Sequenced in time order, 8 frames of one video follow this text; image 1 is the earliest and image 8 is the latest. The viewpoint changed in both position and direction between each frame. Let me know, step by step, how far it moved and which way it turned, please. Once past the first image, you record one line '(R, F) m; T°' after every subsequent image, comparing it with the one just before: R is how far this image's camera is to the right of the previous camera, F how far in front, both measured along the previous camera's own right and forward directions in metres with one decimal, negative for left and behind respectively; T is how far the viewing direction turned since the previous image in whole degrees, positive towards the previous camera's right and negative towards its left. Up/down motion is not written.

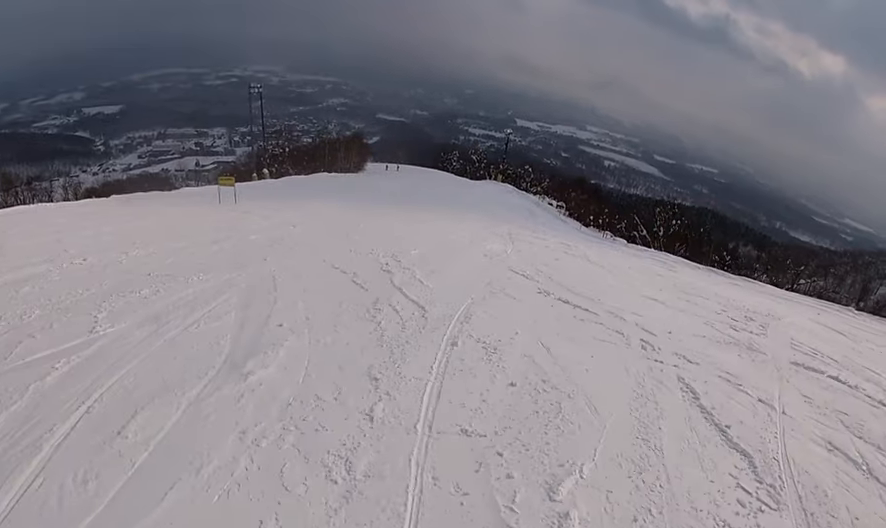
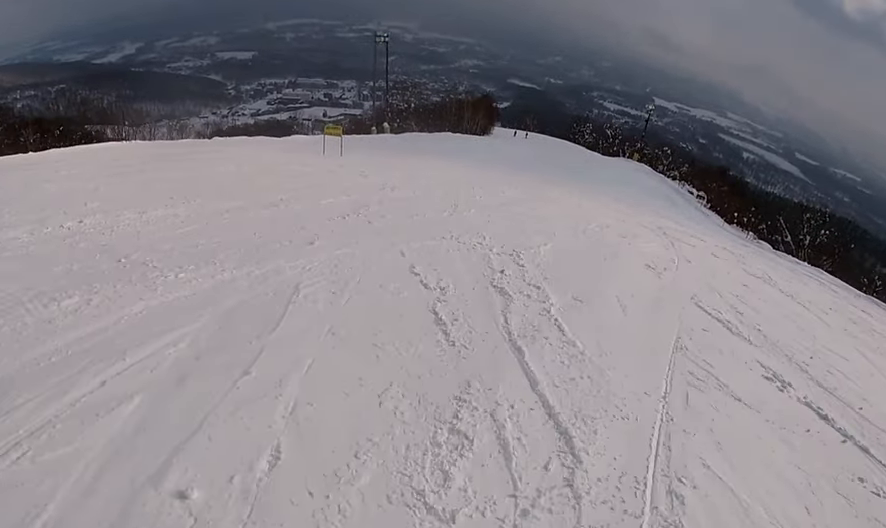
(-0.7, +3.6) m; -8°
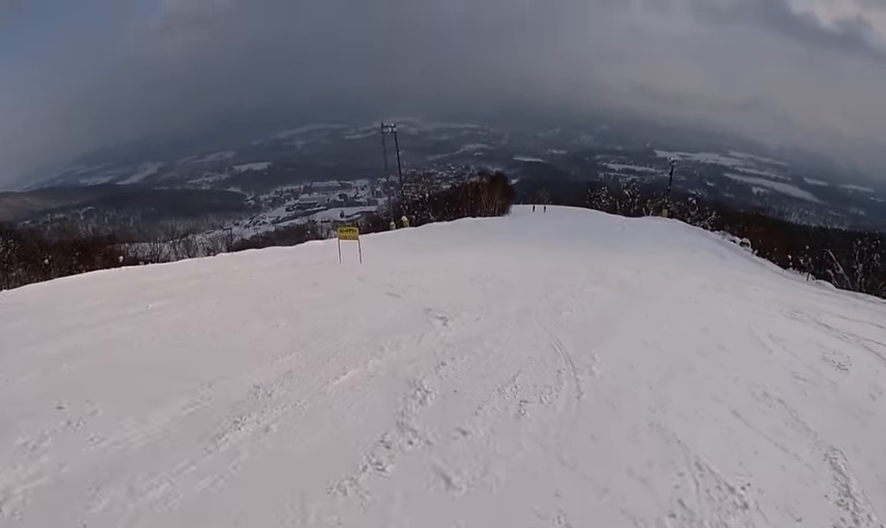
(+0.3, +5.6) m; +6°
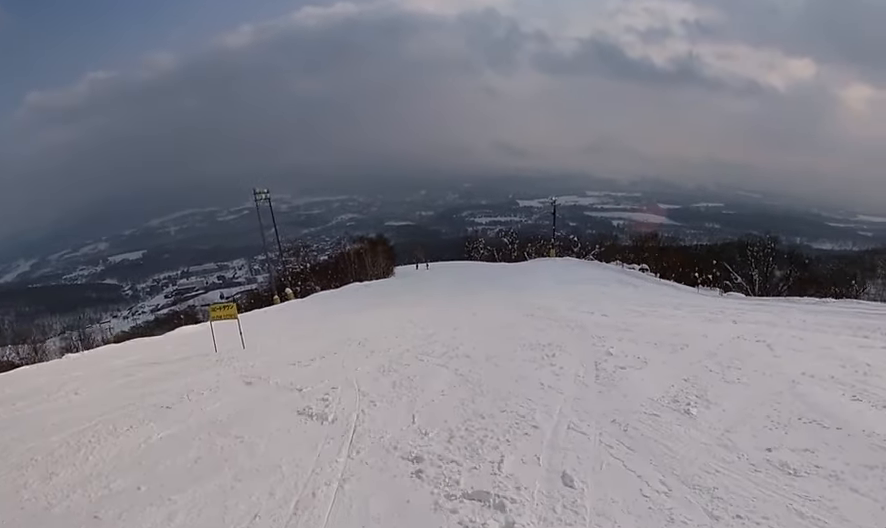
(+0.3, +5.6) m; +8°
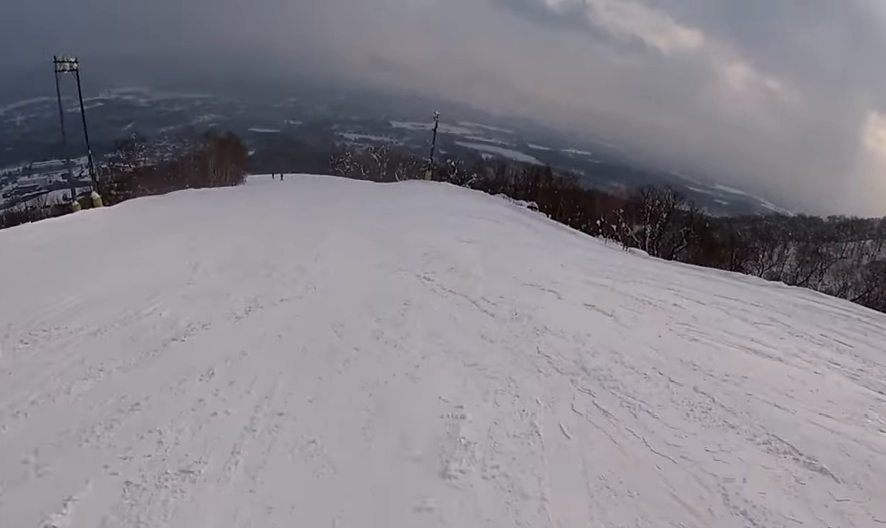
(+1.0, +10.2) m; +3°
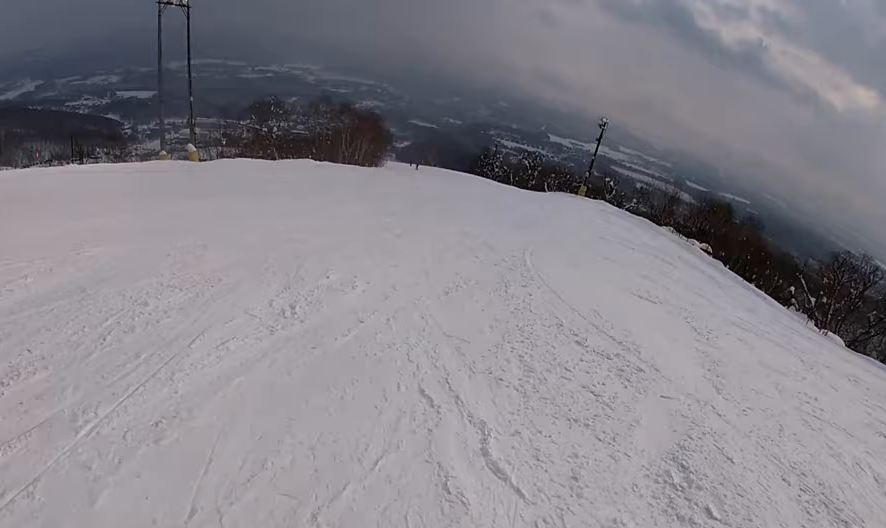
(-0.6, +8.9) m; -3°
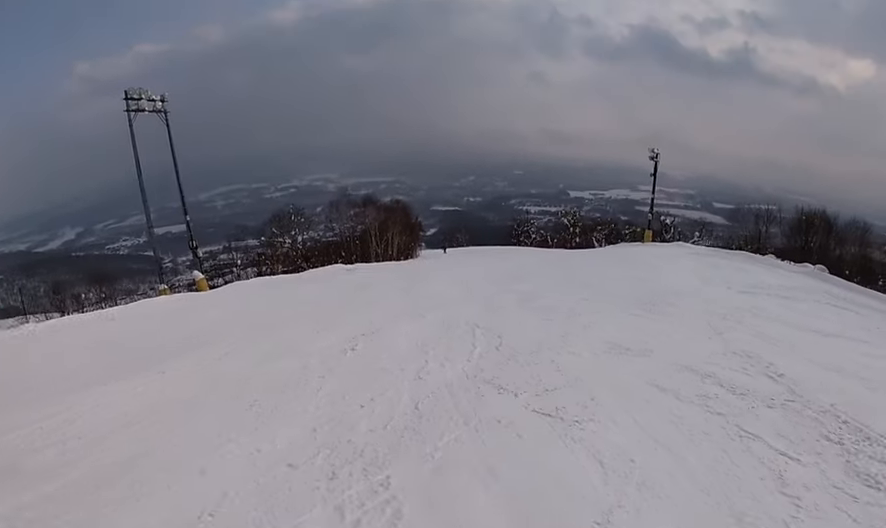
(+0.2, +7.9) m; +7°
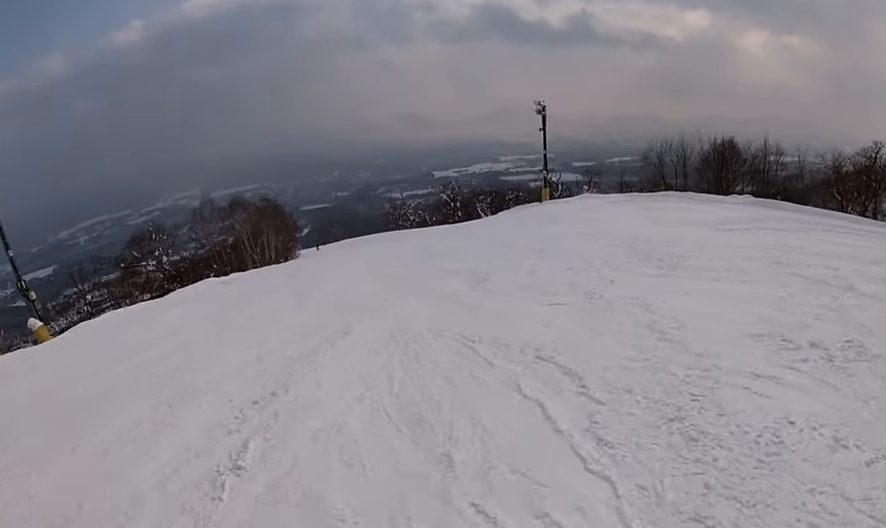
(+0.2, +5.2) m; +8°
